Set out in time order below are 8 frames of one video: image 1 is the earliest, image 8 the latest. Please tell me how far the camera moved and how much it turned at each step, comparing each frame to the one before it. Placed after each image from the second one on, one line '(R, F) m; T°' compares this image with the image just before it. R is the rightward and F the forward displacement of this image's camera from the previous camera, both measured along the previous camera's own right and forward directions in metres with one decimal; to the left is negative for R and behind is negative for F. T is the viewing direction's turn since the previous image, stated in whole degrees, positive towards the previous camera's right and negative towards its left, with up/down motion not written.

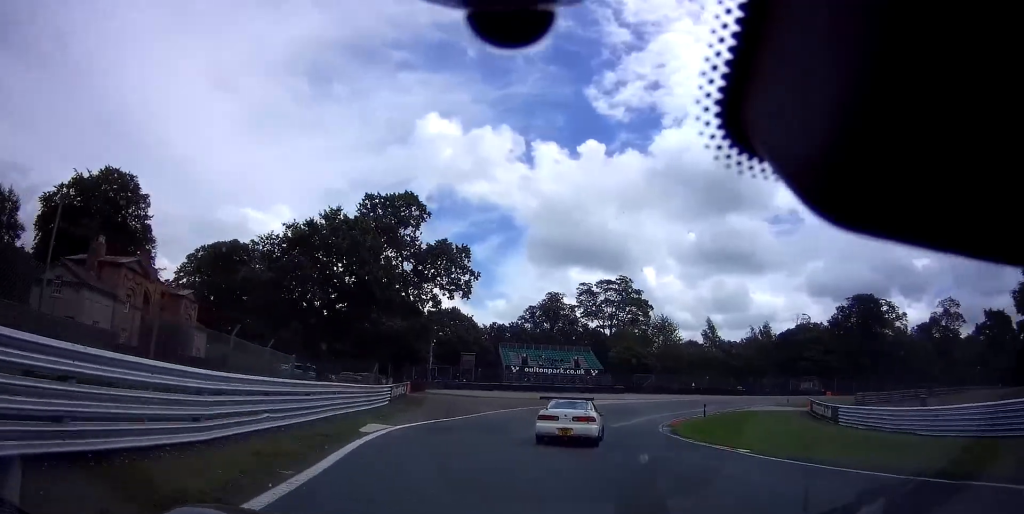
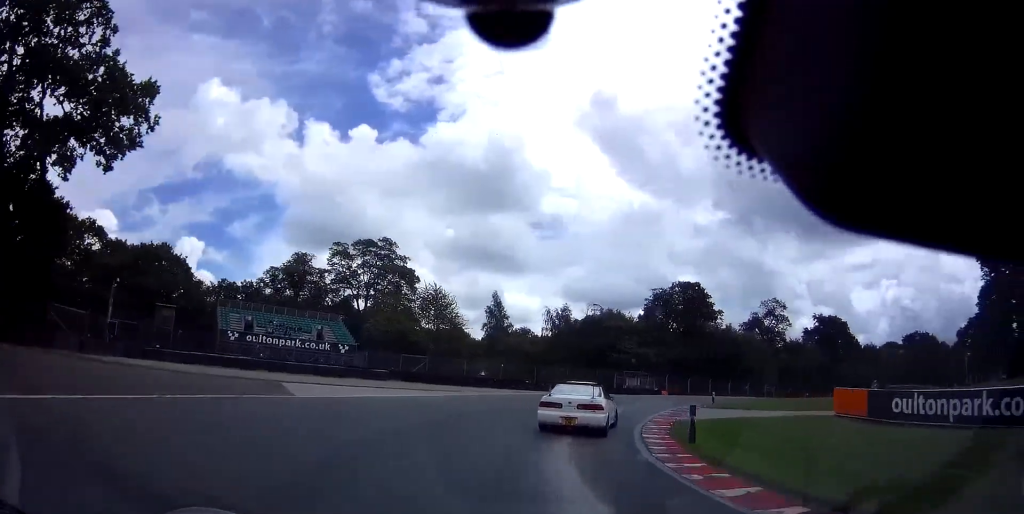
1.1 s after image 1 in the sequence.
(+4.1, +24.7) m; +23°
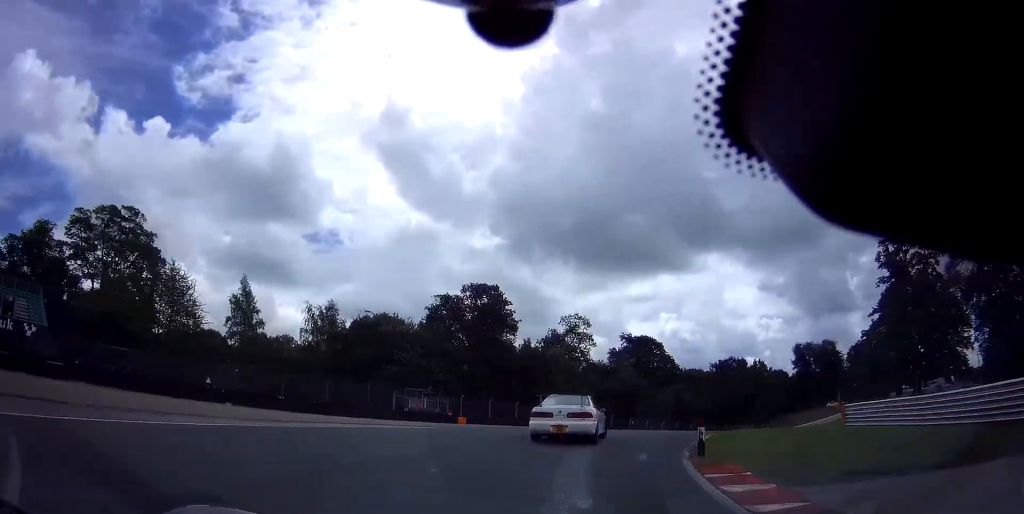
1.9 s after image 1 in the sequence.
(+3.9, +18.6) m; +22°
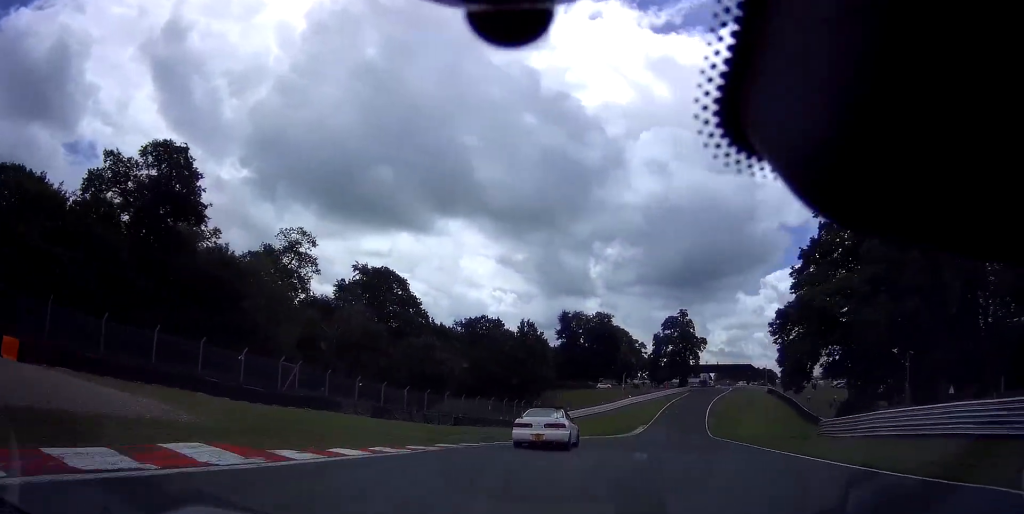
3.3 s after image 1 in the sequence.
(+7.4, +28.2) m; +31°
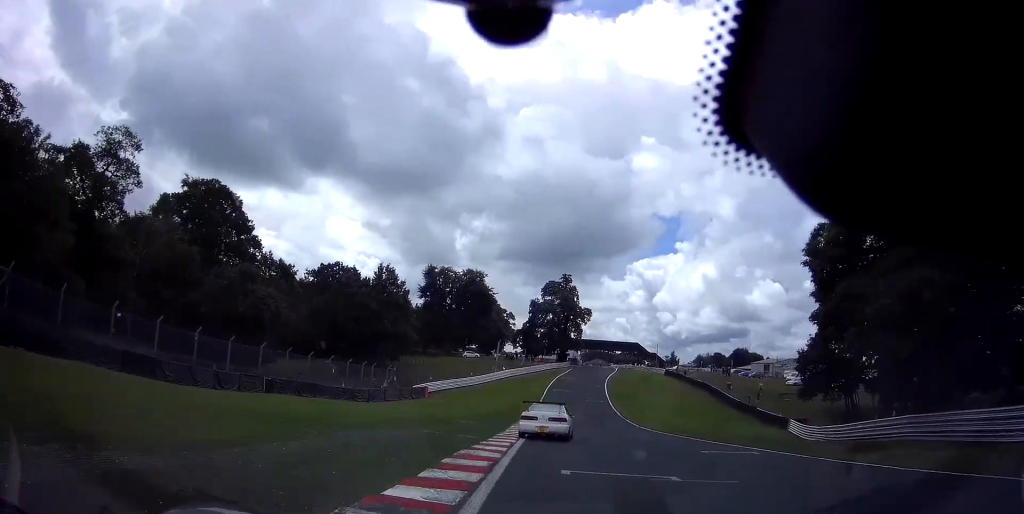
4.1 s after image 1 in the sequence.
(+3.2, +18.9) m; +14°
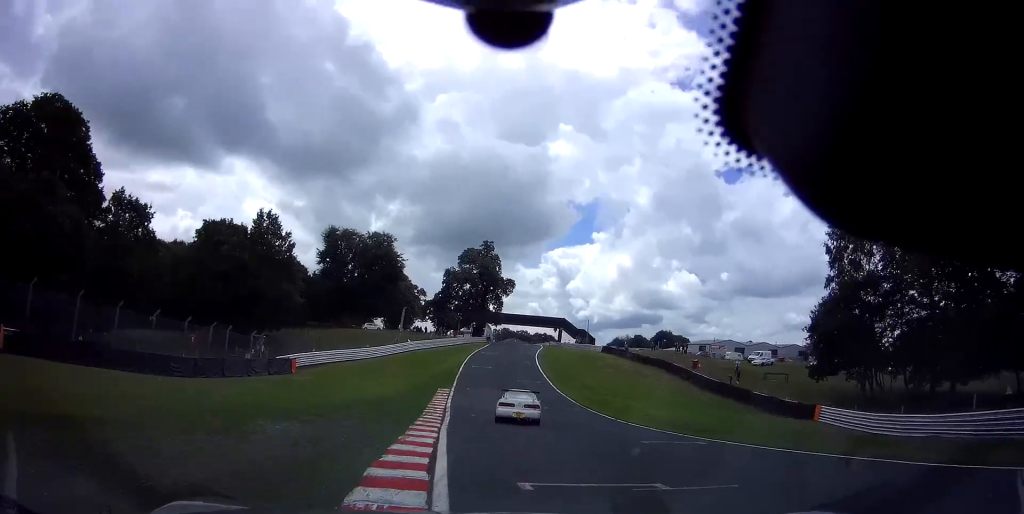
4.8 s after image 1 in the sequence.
(+1.9, +17.8) m; +8°
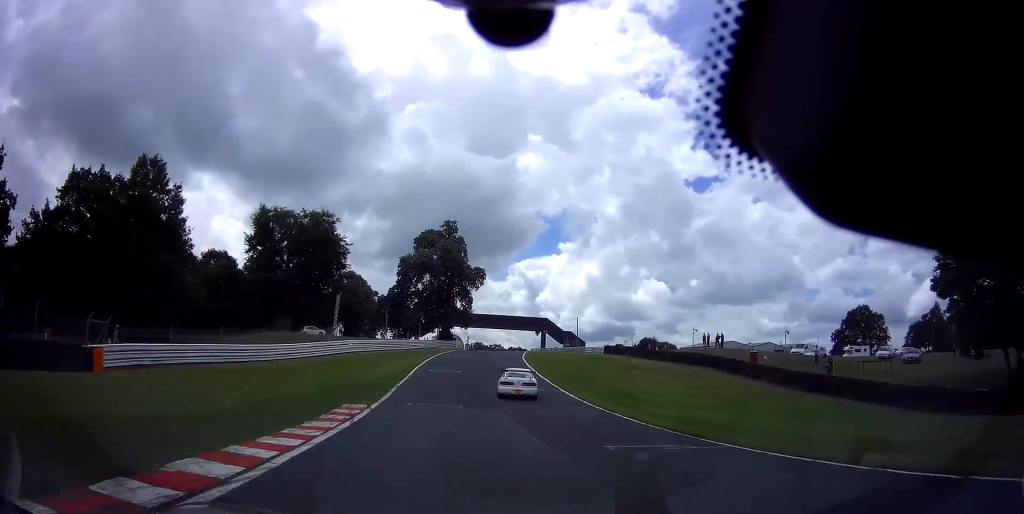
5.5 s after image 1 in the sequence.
(+1.3, +19.9) m; +5°
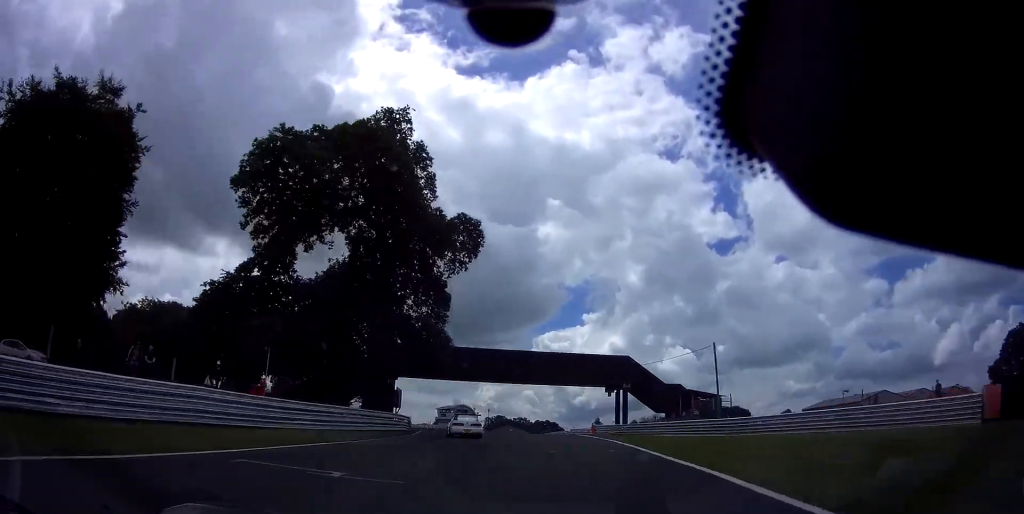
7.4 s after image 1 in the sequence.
(+1.2, +57.7) m; -2°
